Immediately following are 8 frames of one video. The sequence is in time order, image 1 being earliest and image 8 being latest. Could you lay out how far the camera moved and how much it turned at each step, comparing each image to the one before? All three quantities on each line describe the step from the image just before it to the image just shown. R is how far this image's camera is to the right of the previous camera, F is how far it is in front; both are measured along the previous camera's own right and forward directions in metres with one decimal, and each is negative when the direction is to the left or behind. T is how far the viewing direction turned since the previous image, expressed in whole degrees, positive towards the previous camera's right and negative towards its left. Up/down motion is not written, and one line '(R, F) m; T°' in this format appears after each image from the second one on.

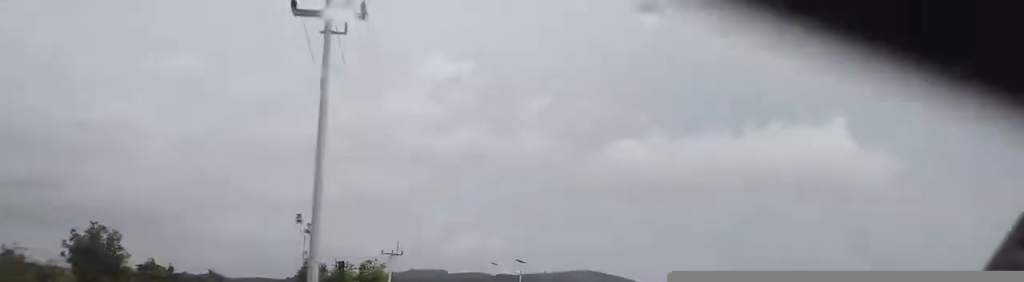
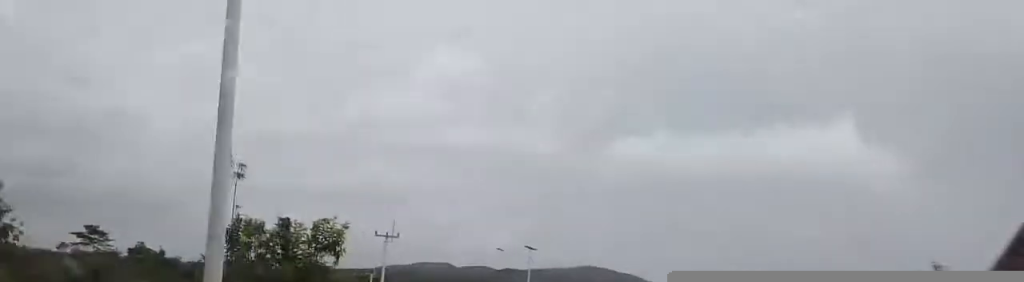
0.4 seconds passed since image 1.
(0.0, +7.3) m; -2°
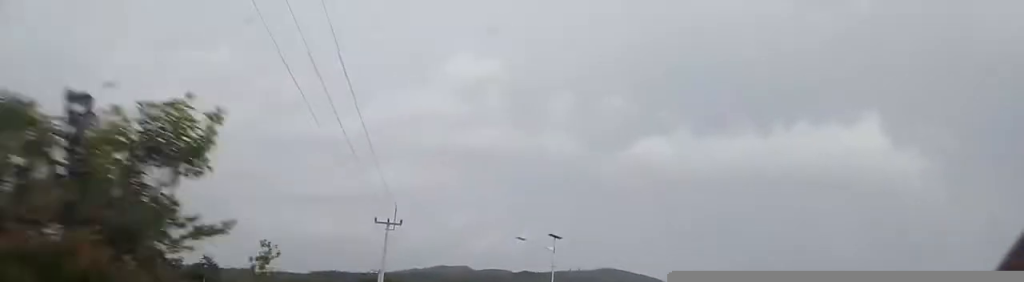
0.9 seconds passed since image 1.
(-0.1, +8.6) m; -1°
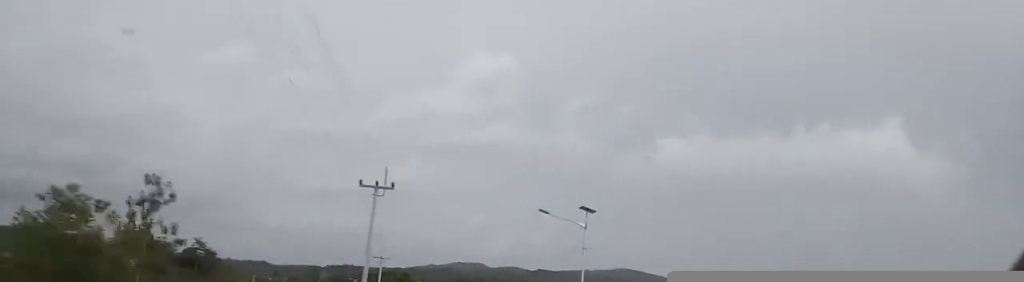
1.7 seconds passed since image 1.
(-0.7, +13.8) m; 0°
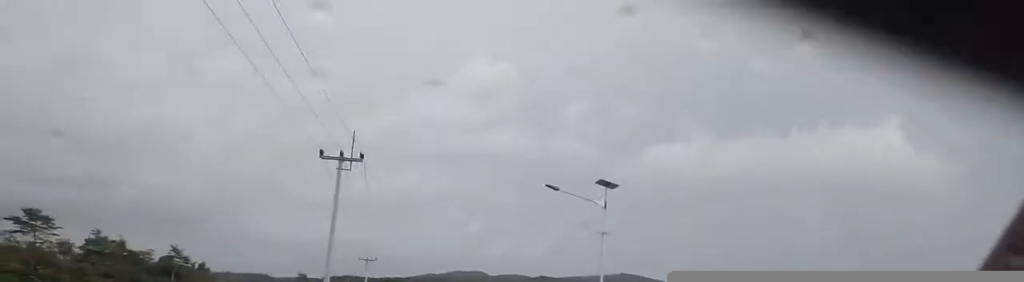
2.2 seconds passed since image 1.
(+0.4, +9.5) m; -1°
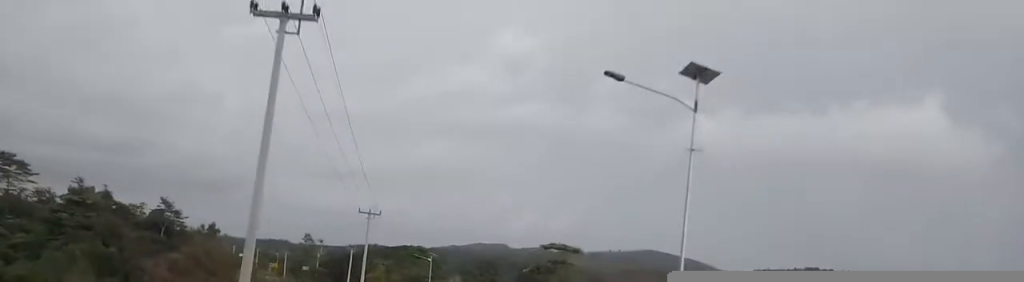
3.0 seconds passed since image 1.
(+0.2, +13.2) m; -1°
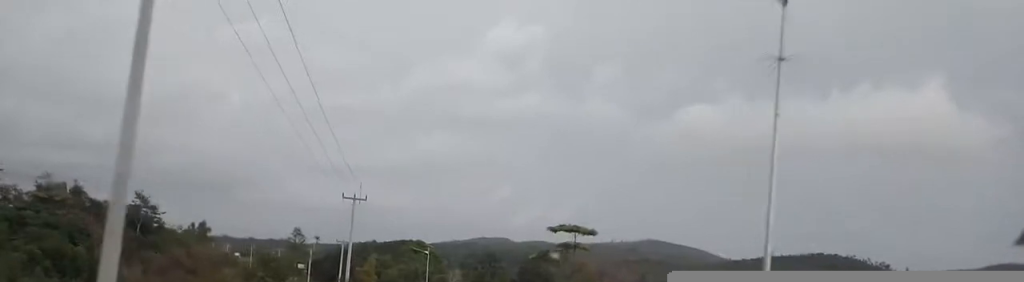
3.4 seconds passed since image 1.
(-0.4, +7.5) m; -1°
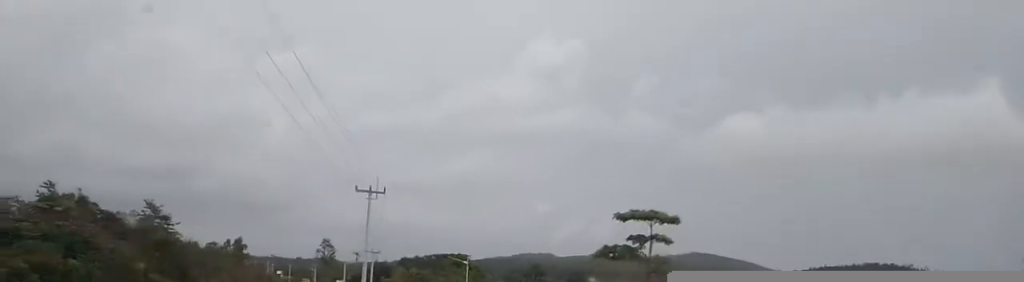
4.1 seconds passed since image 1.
(-0.2, +12.7) m; -1°
